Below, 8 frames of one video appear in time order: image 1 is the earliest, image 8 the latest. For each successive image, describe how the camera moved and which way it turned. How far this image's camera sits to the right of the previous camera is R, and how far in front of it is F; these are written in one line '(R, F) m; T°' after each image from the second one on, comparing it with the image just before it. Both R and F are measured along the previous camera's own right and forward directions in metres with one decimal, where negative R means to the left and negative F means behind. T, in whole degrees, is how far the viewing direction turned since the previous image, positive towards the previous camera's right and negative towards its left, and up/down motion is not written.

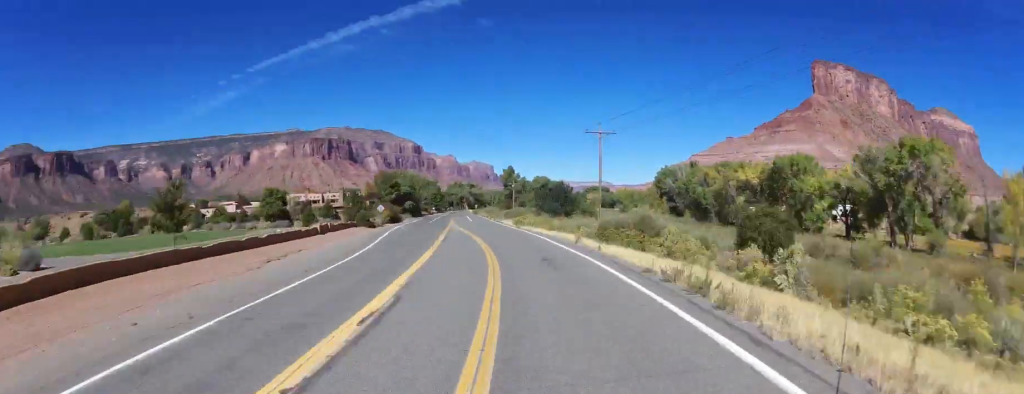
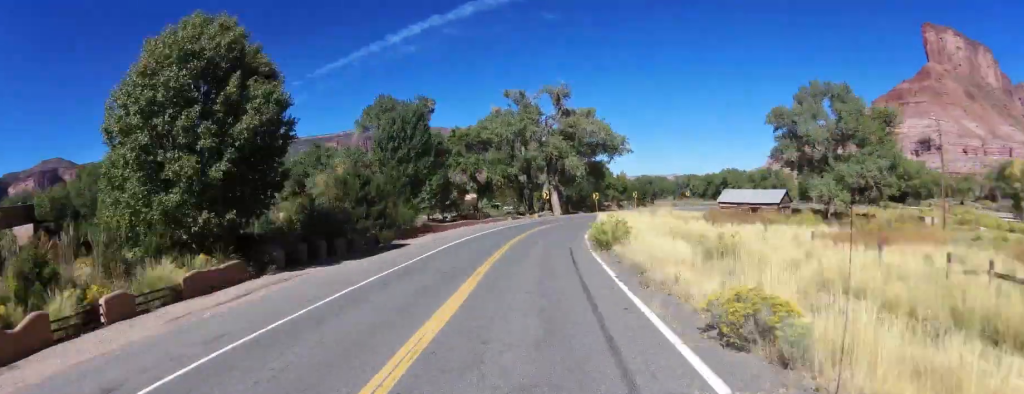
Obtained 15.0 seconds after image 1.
(+37.7, +223.3) m; +54°
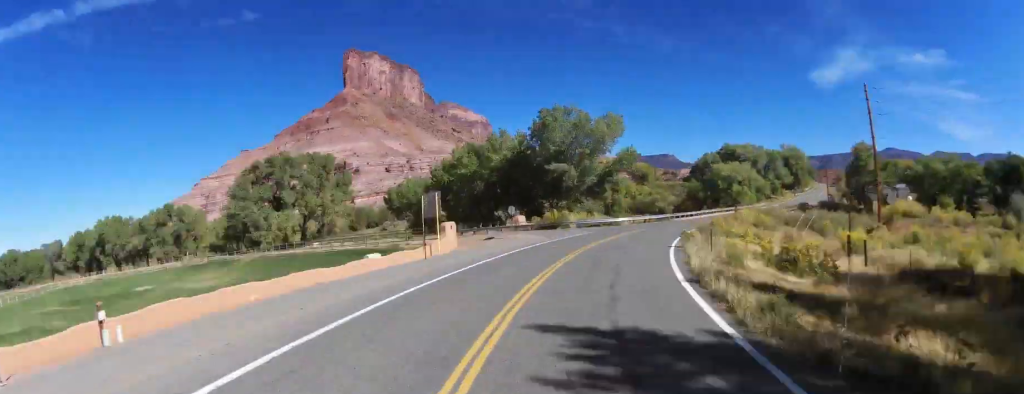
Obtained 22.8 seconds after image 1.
(+62.4, +103.0) m; +39°
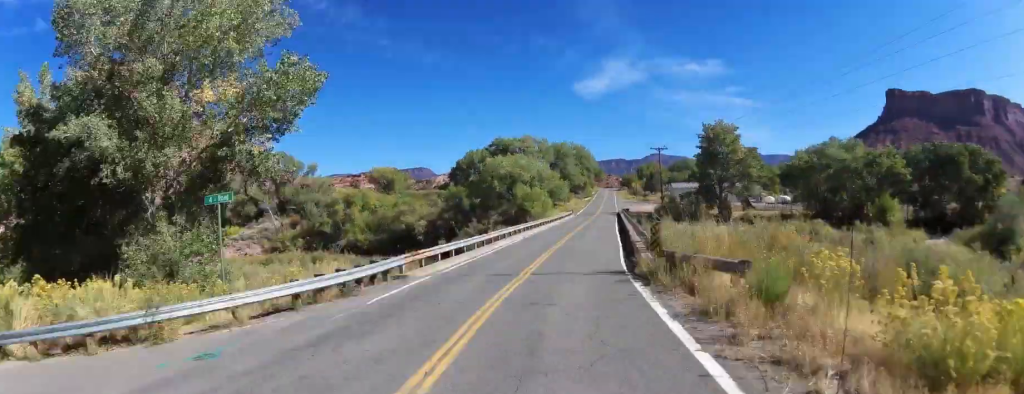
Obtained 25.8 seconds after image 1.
(+6.4, +48.6) m; +4°
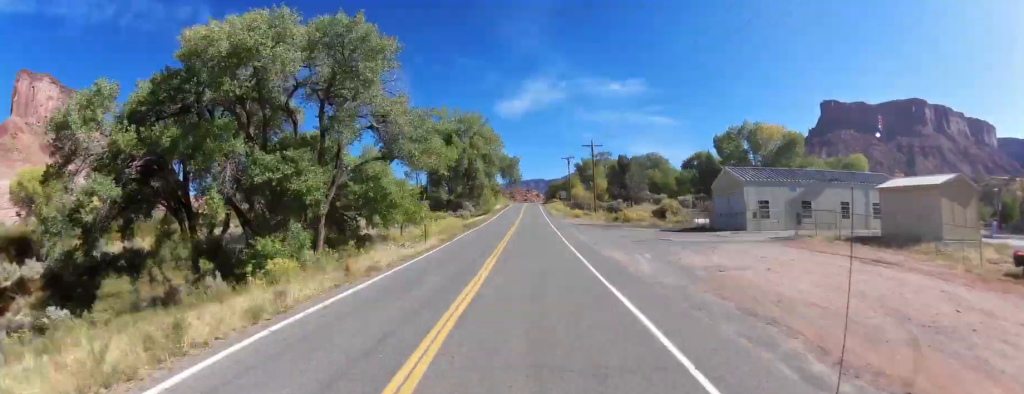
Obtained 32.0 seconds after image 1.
(+5.4, +100.2) m; +3°
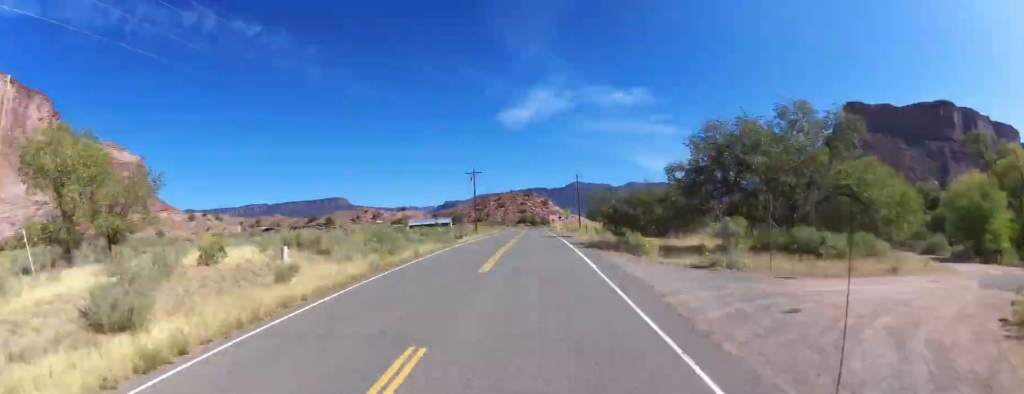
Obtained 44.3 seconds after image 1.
(+3.2, +187.6) m; +5°
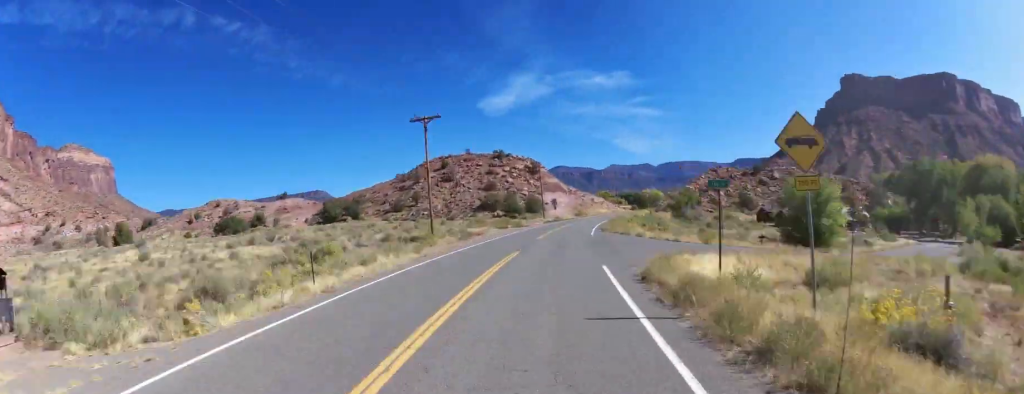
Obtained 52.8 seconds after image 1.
(+8.4, +110.7) m; +8°
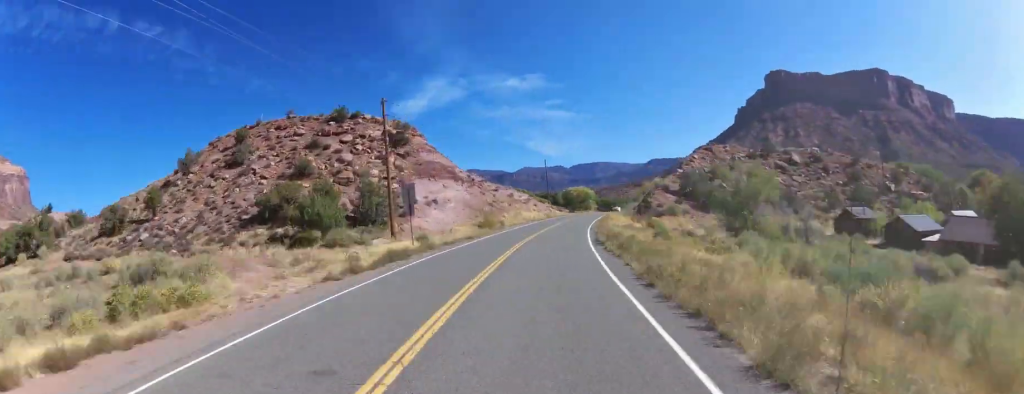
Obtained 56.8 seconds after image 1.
(+5.7, +43.9) m; +1°
